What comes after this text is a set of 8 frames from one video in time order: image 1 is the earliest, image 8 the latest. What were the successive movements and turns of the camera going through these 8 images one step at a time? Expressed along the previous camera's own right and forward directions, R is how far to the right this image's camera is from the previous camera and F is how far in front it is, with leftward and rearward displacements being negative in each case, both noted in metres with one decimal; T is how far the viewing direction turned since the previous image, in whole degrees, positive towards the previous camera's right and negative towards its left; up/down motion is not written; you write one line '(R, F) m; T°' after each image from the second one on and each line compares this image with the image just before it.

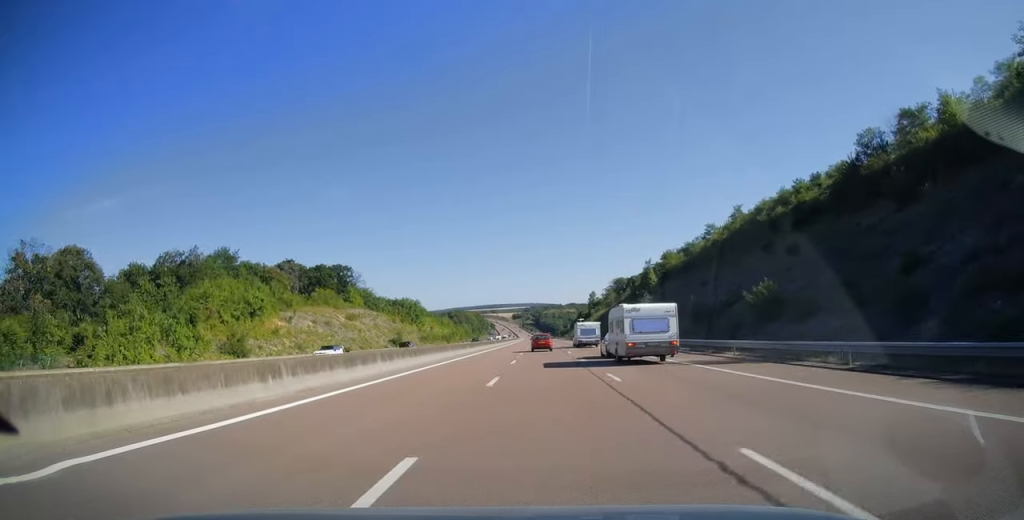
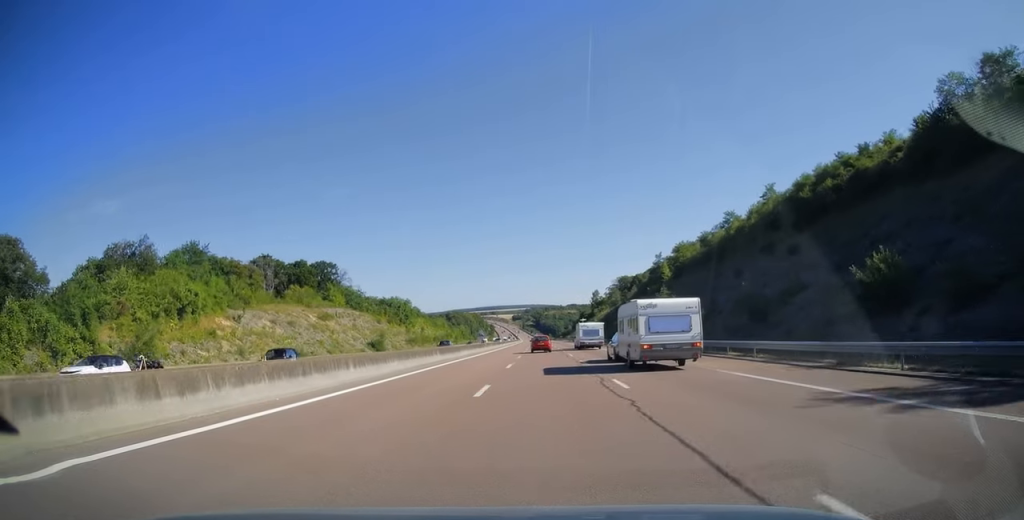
(0.0, +15.2) m; 0°
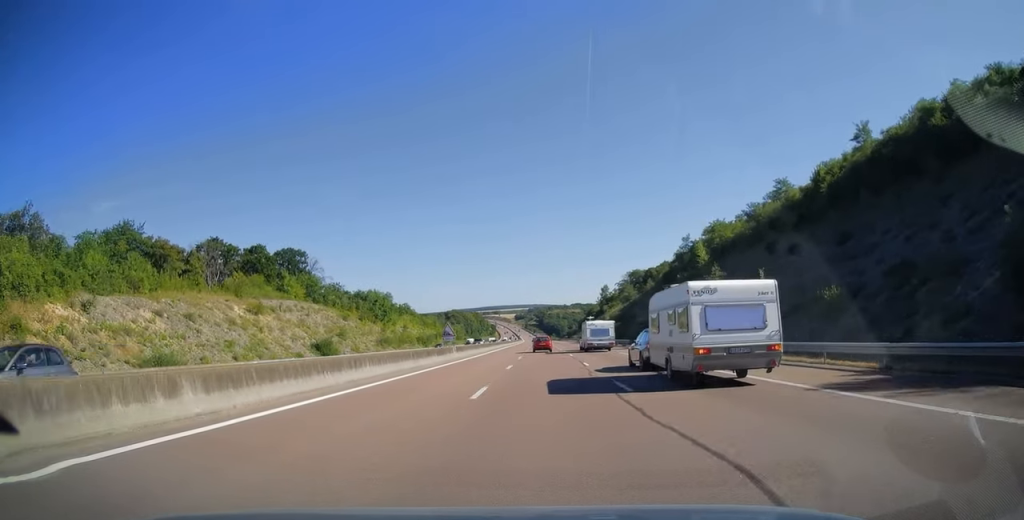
(0.0, +27.2) m; 0°
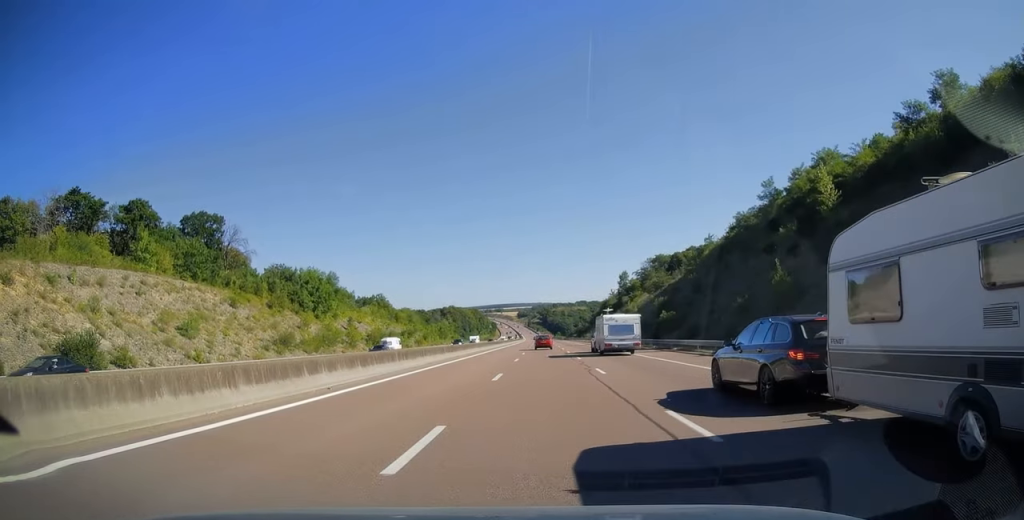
(0.0, +46.0) m; 0°
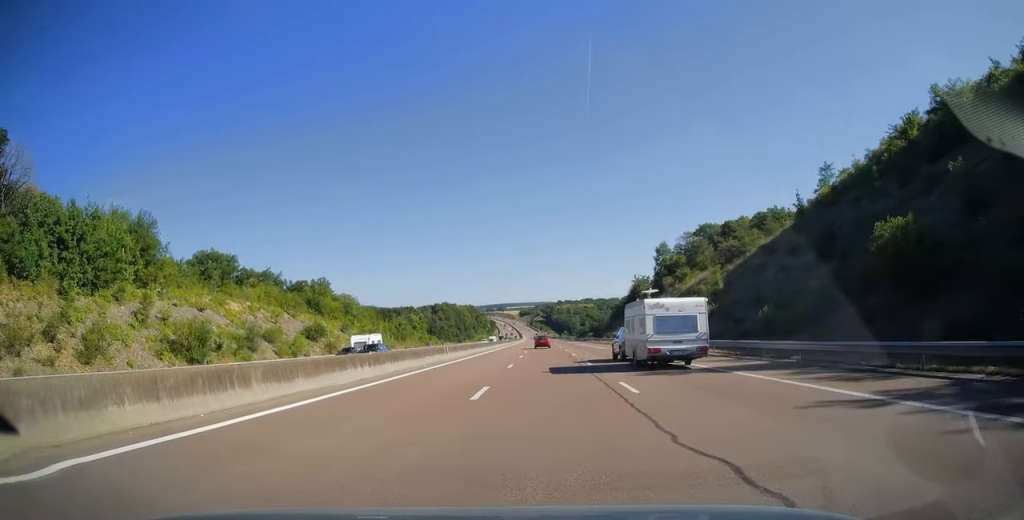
(-0.4, +59.7) m; -1°
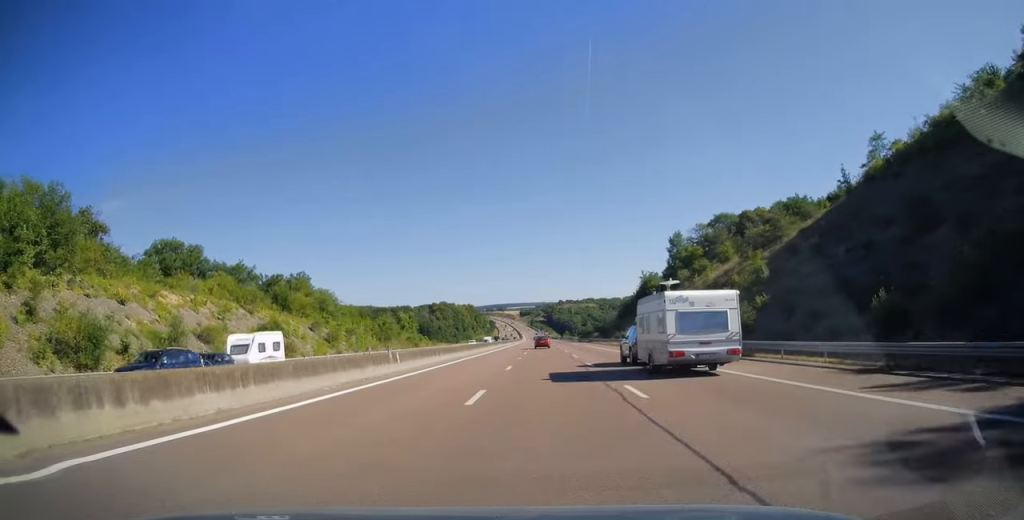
(0.0, +14.1) m; 0°
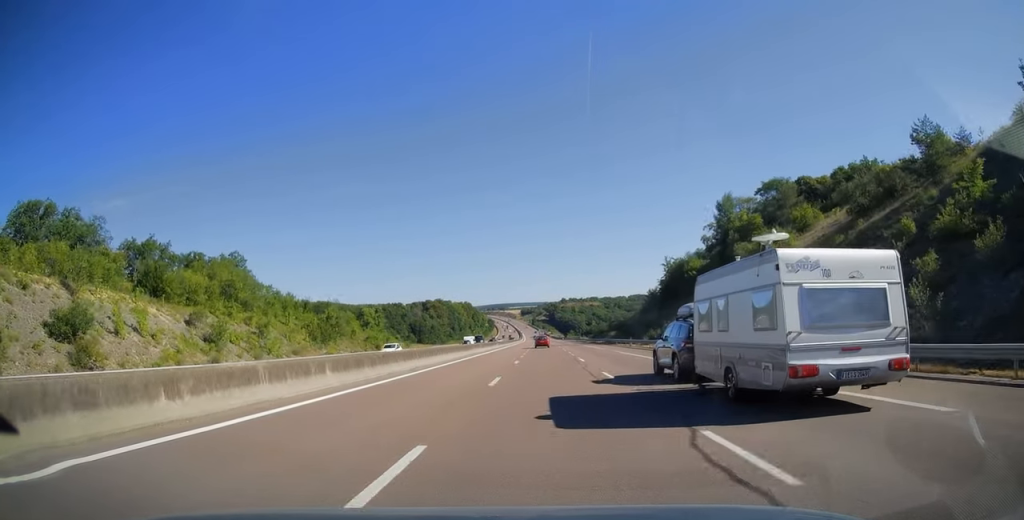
(0.0, +33.7) m; 0°
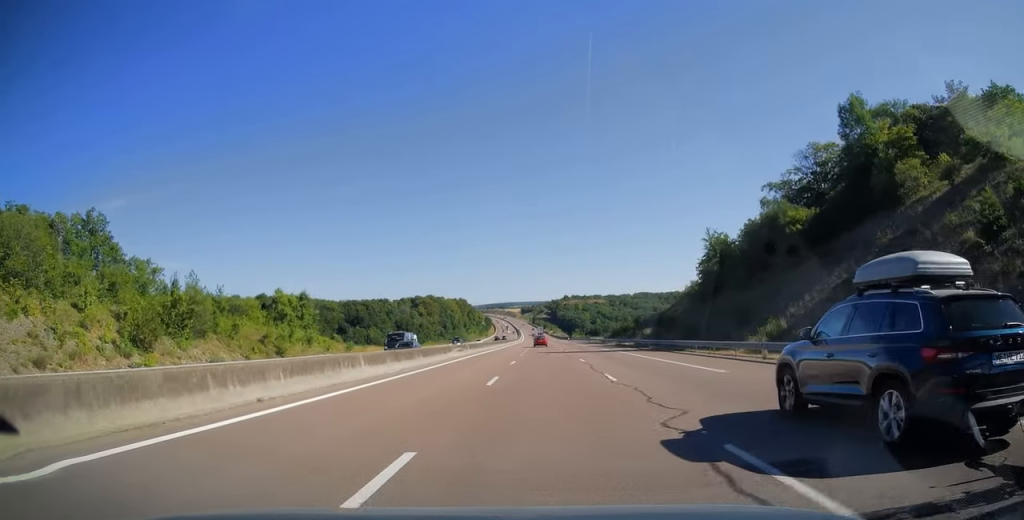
(-0.1, +40.6) m; 0°
